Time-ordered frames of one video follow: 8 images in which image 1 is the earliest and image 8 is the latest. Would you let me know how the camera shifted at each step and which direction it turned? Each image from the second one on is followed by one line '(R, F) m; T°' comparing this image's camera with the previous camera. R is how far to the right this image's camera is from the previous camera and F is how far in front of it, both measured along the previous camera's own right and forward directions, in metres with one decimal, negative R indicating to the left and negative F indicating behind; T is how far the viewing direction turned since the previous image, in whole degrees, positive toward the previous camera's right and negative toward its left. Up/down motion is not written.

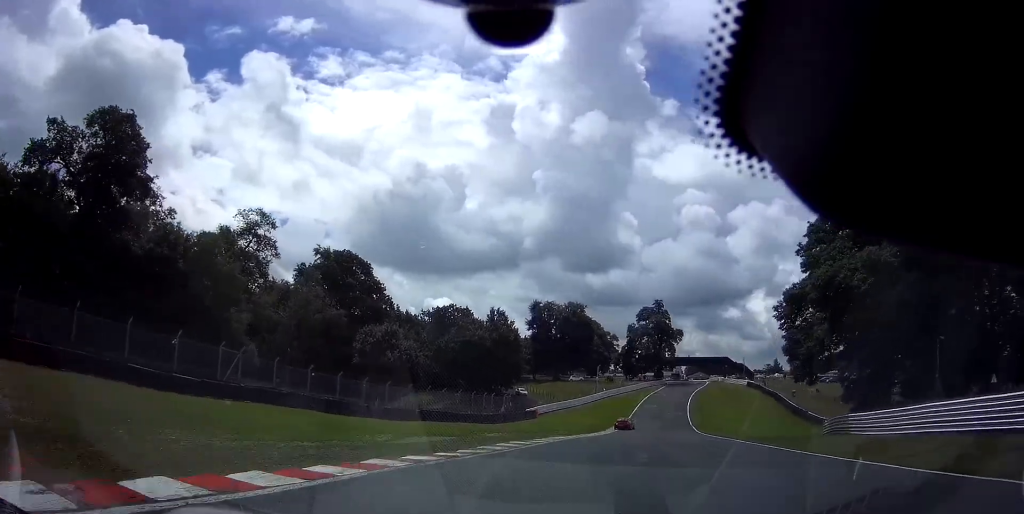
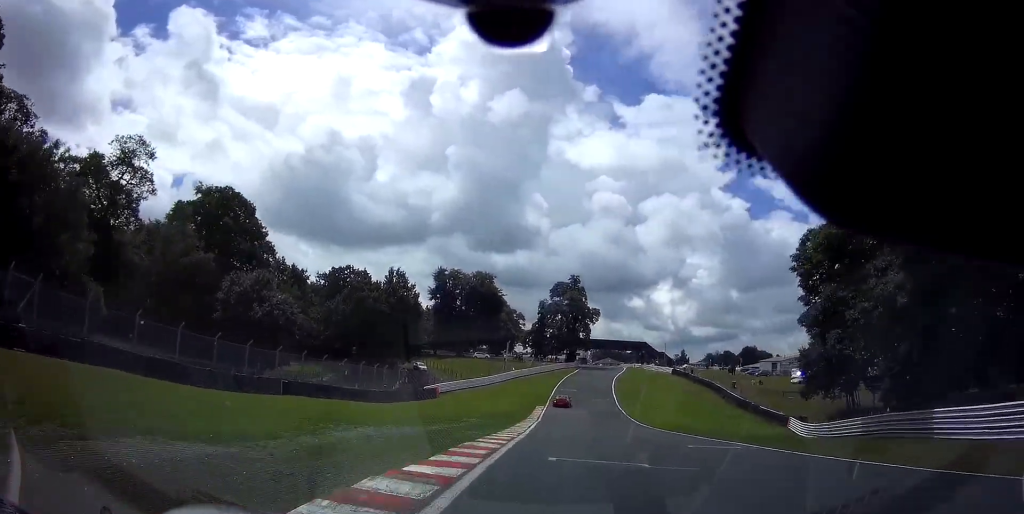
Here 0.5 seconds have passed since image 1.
(+1.1, +12.3) m; +9°
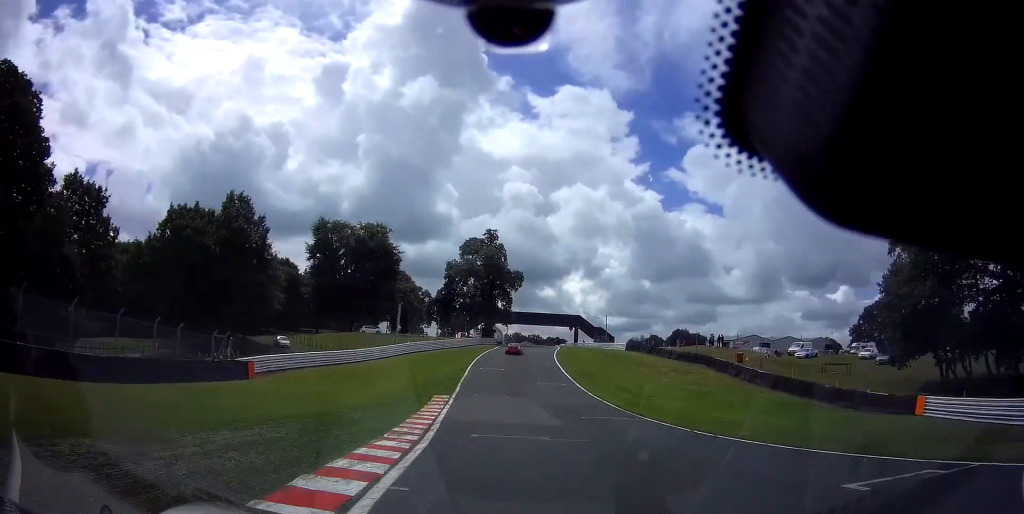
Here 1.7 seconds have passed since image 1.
(+3.7, +28.2) m; +12°
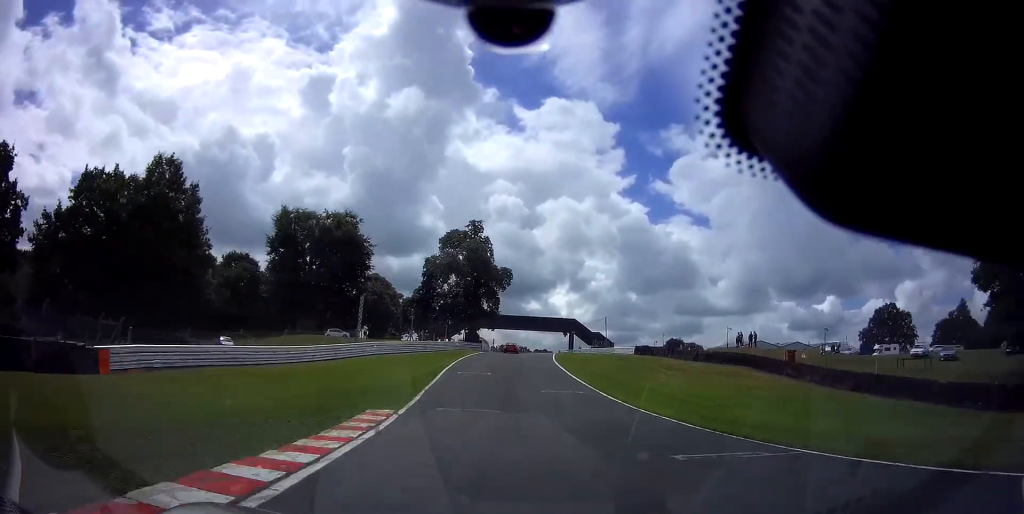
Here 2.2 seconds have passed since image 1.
(+0.5, +12.7) m; +1°
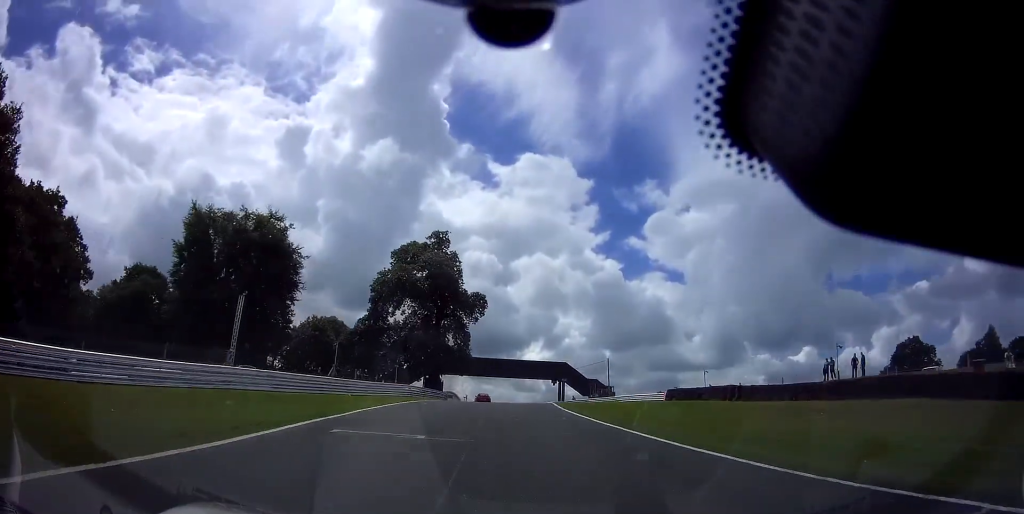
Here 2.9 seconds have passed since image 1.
(+0.5, +21.5) m; +1°
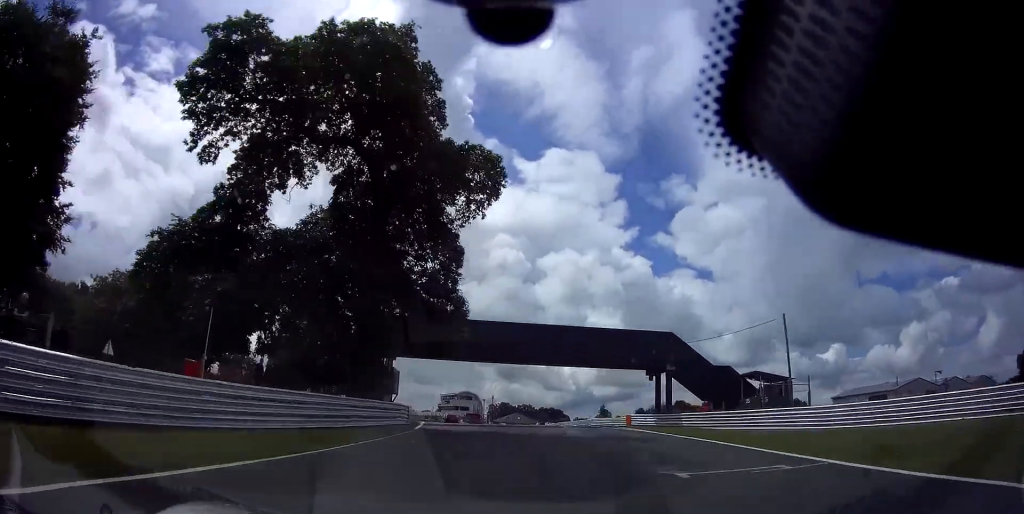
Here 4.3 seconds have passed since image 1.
(-0.2, +42.7) m; -2°
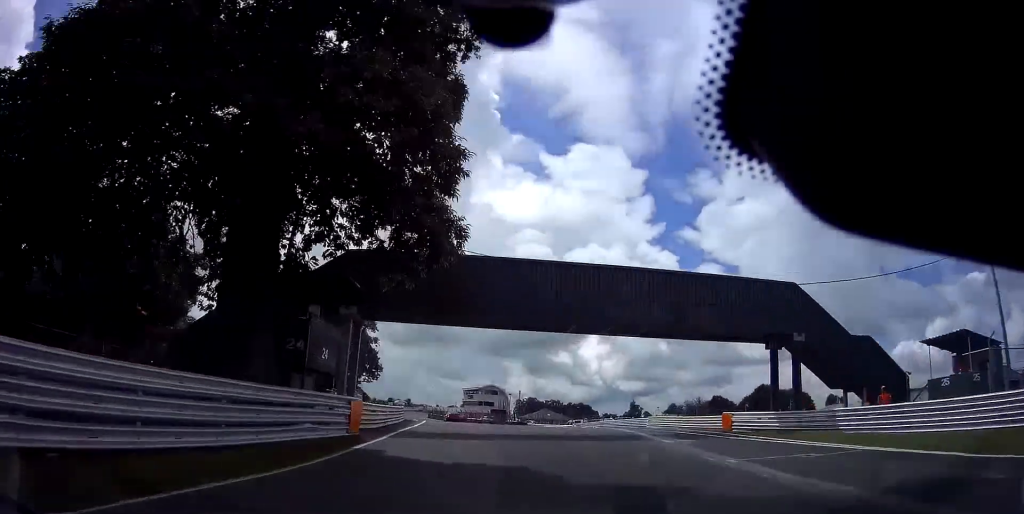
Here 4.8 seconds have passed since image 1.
(+0.1, +14.8) m; -2°
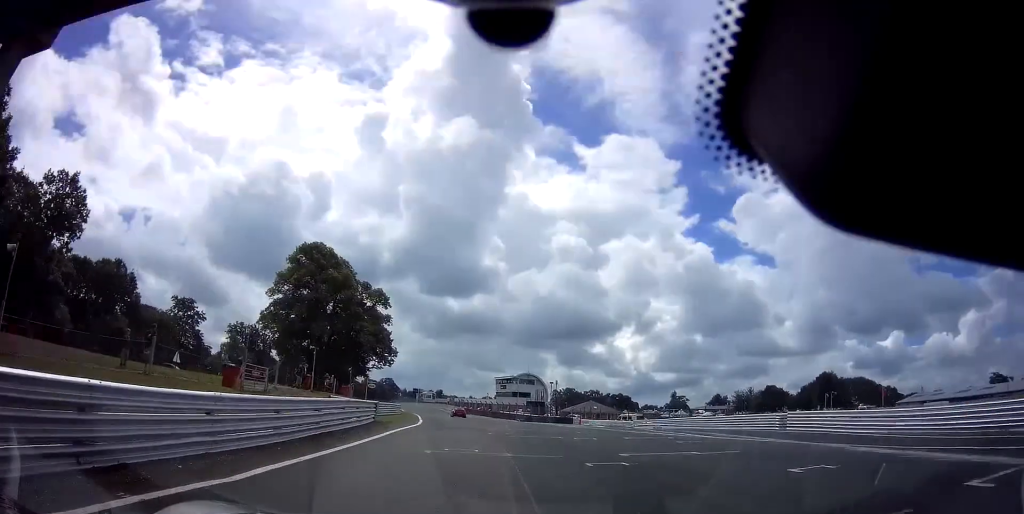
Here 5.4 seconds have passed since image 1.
(-0.7, +20.8) m; -3°
